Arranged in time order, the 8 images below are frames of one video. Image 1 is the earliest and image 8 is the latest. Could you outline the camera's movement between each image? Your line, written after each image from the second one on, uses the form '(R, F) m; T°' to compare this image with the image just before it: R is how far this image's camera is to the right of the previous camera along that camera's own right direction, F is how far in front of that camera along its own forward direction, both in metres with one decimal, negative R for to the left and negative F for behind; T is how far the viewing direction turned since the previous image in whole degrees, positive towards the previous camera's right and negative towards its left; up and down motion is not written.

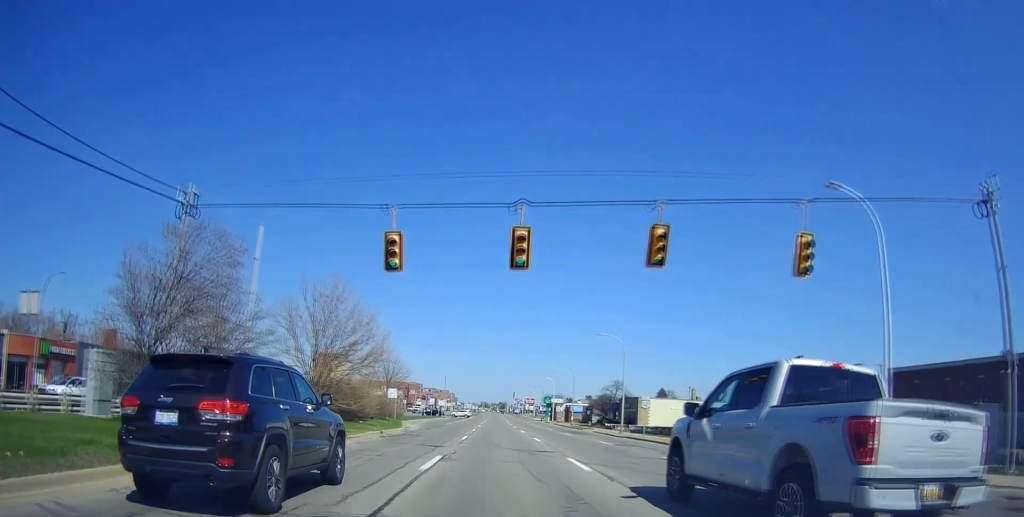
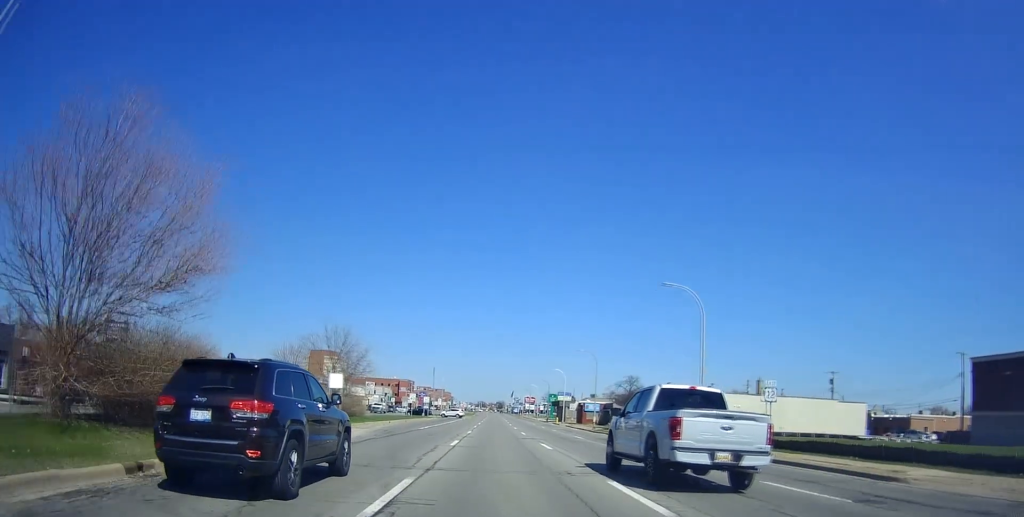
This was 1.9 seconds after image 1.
(-1.0, +19.8) m; -3°
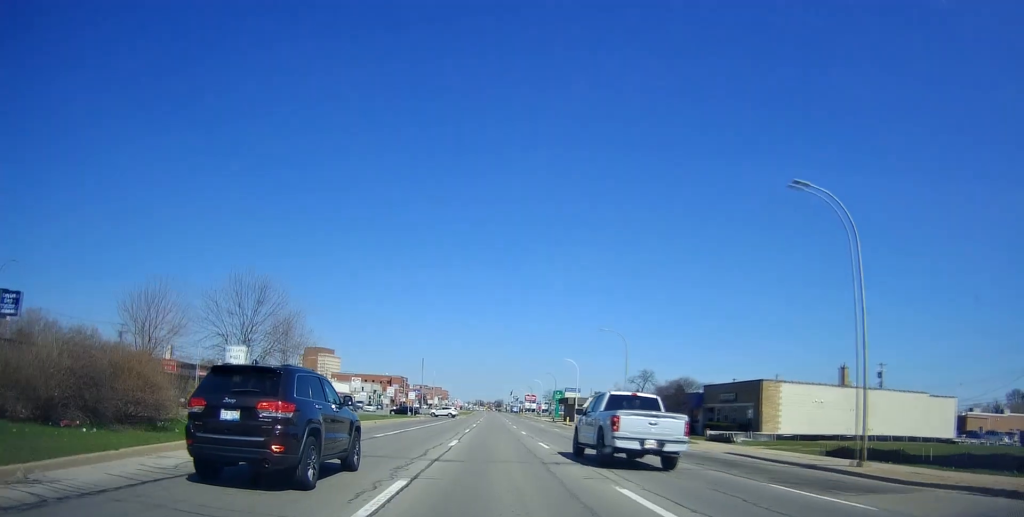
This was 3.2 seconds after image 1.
(+0.9, +15.9) m; +3°
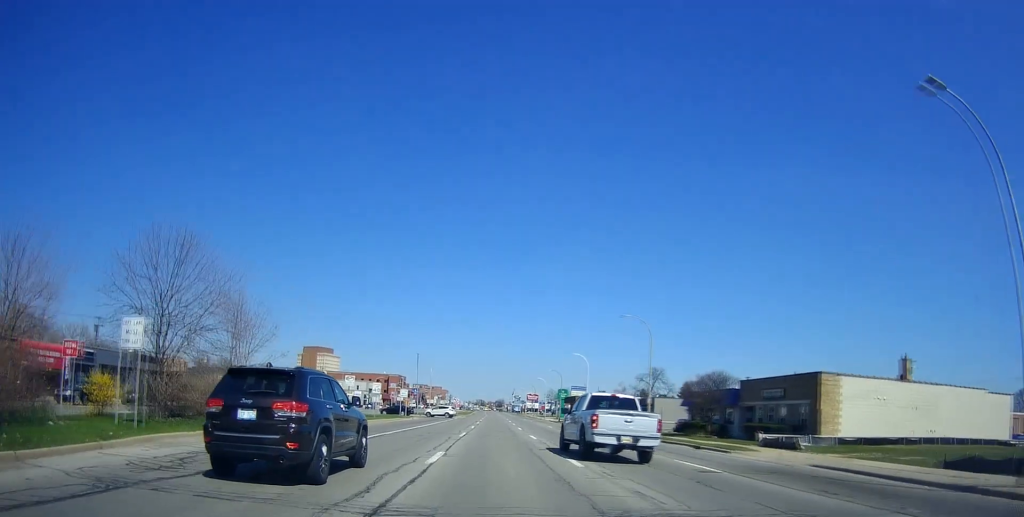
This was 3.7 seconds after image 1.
(+0.2, +7.8) m; 0°
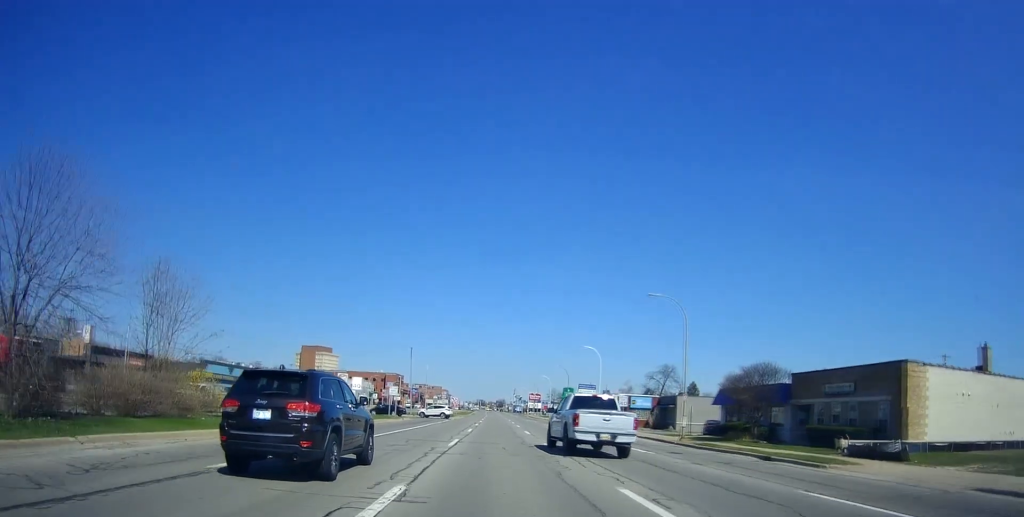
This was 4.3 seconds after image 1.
(-0.3, +7.9) m; -1°
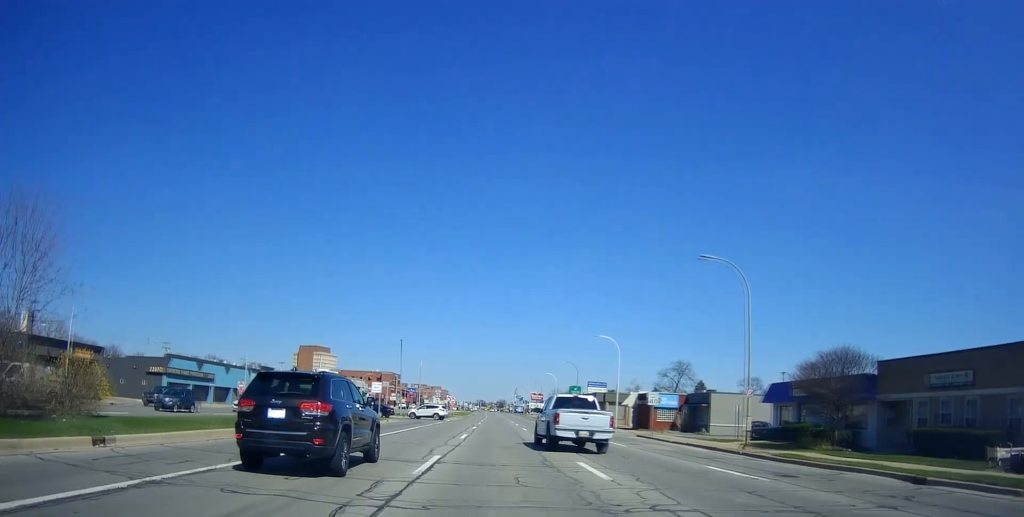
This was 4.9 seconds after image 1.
(-0.2, +9.5) m; -1°
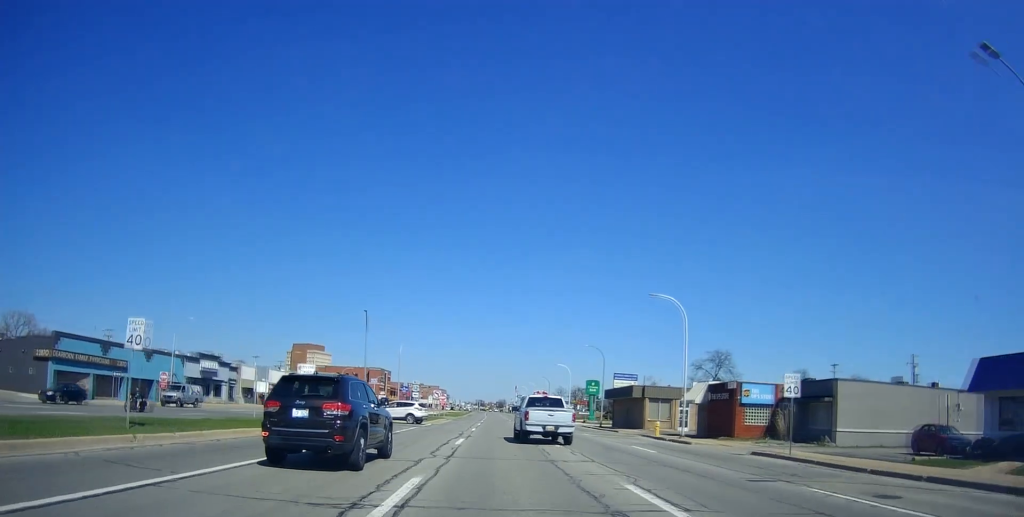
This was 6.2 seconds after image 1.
(+0.1, +20.4) m; 0°
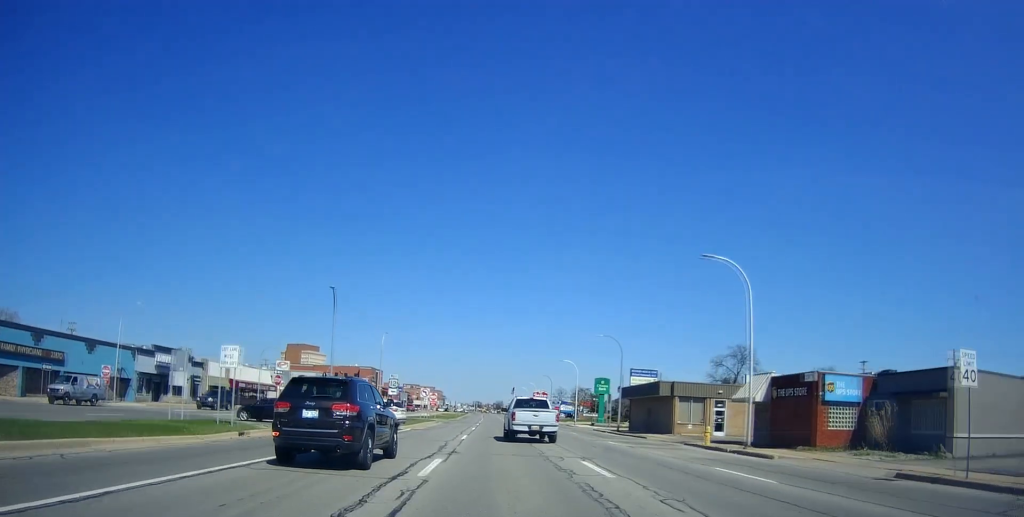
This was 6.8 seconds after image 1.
(0.0, +10.2) m; -1°
